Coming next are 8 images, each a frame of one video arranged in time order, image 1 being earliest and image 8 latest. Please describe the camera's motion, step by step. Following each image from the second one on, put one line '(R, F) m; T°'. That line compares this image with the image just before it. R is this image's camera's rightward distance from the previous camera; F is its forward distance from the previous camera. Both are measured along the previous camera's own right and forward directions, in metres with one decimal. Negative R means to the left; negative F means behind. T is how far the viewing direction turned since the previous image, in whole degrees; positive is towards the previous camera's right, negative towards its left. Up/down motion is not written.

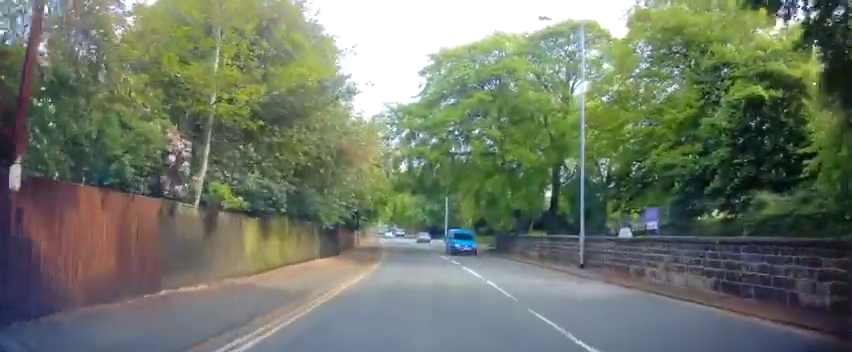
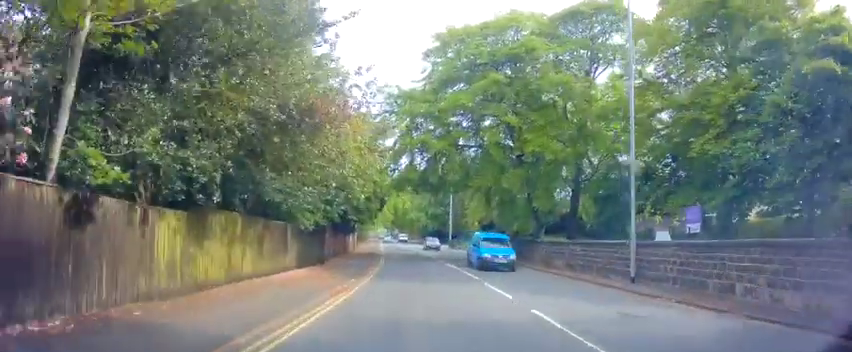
(0.0, +5.2) m; 0°
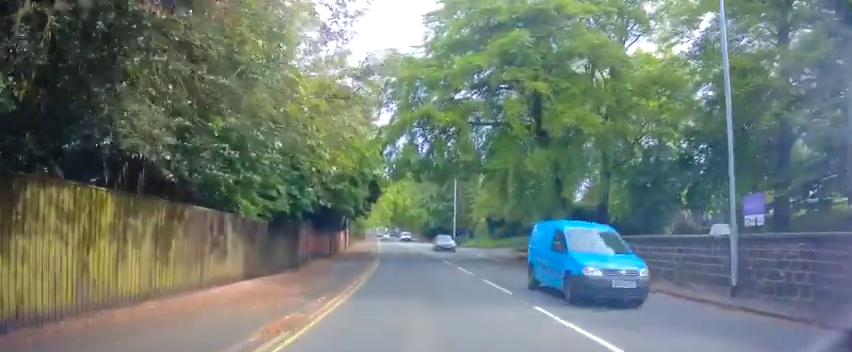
(0.0, +6.0) m; -1°
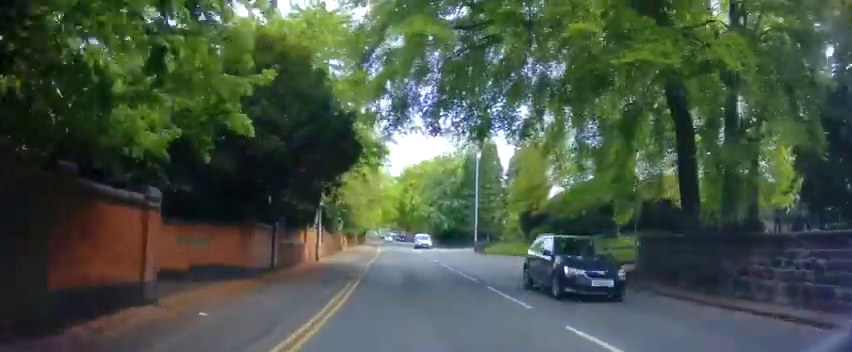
(-0.3, +14.0) m; -1°
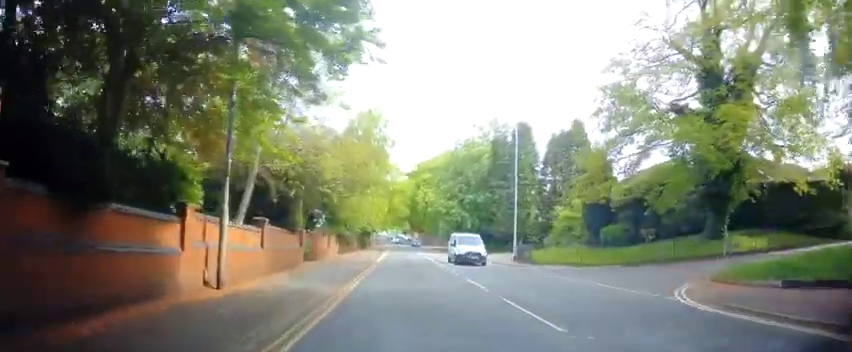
(-0.1, +13.3) m; -1°
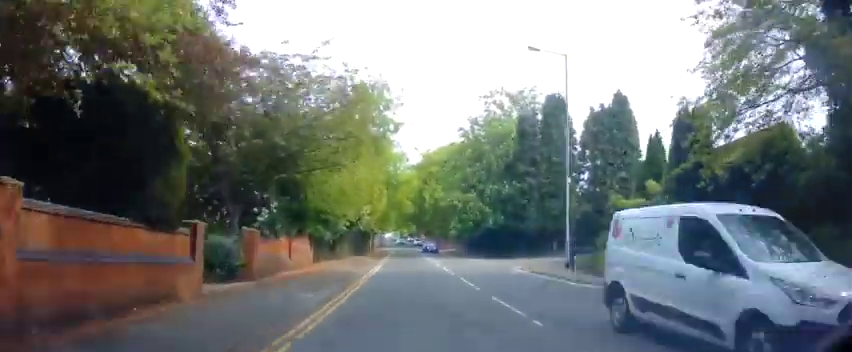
(-0.2, +10.6) m; -2°
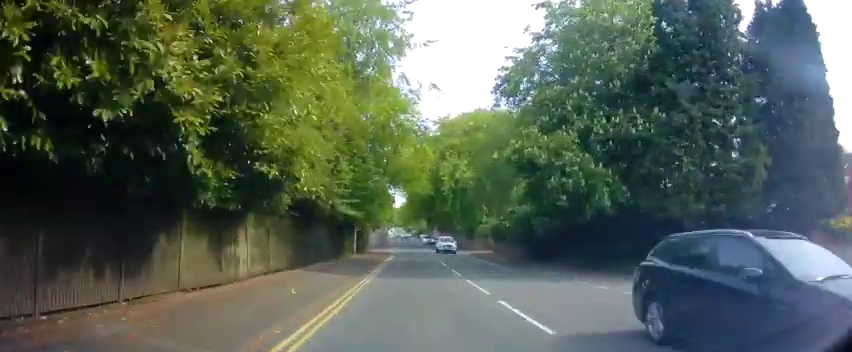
(-0.4, +24.0) m; 0°
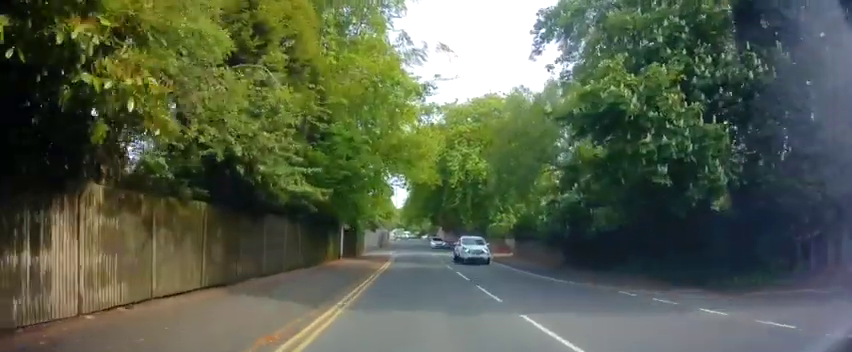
(0.0, +7.8) m; +1°
